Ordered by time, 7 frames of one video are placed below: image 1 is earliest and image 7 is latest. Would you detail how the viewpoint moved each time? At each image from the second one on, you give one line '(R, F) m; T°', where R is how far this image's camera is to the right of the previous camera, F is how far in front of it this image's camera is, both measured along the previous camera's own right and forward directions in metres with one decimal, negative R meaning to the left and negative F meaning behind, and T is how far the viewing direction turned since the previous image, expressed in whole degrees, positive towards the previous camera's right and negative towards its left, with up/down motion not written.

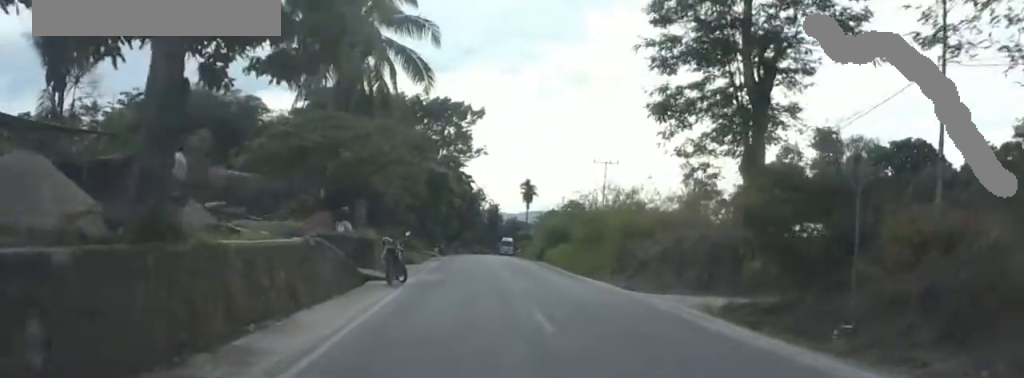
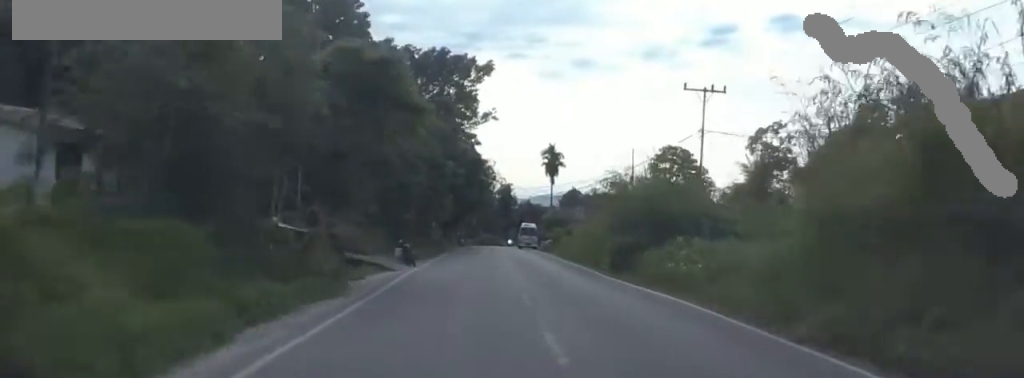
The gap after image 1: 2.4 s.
(+1.4, +36.6) m; -3°
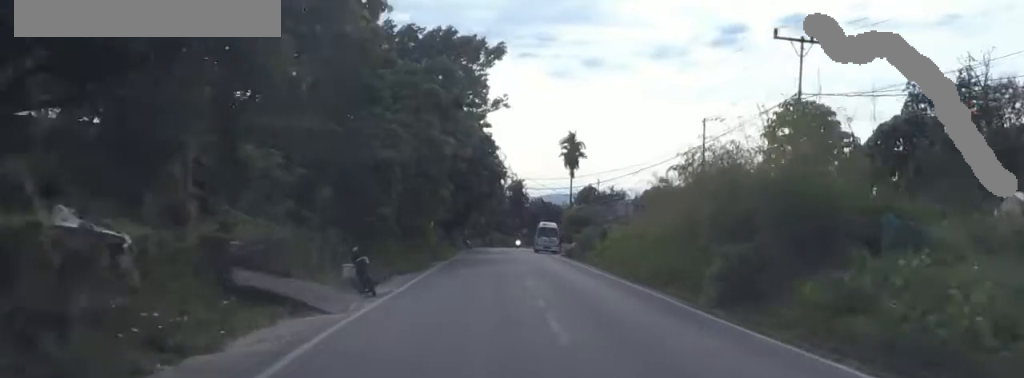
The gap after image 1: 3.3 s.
(-1.1, +14.2) m; +1°
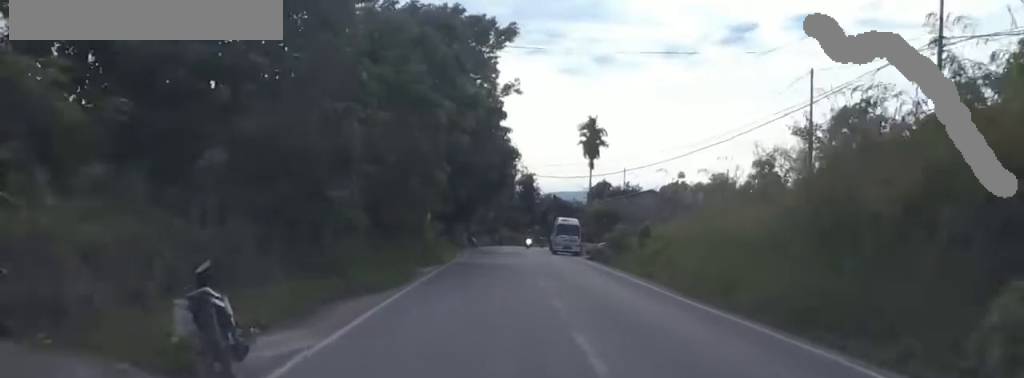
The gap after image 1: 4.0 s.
(+1.2, +11.1) m; +5°
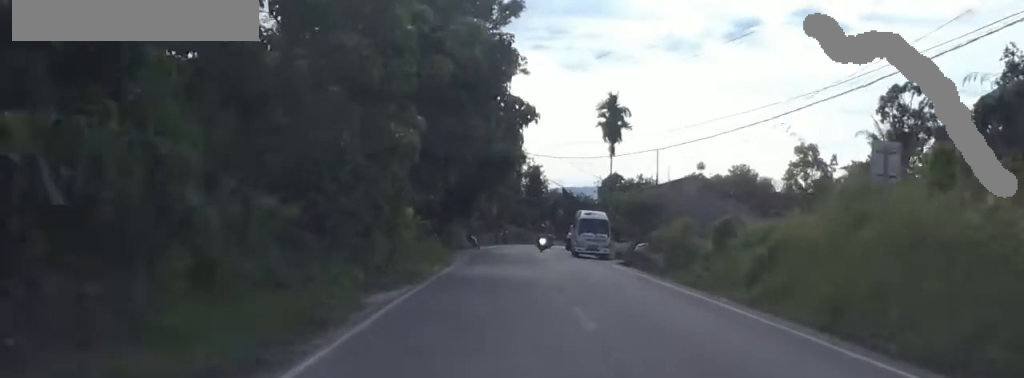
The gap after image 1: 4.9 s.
(+0.2, +12.8) m; +1°
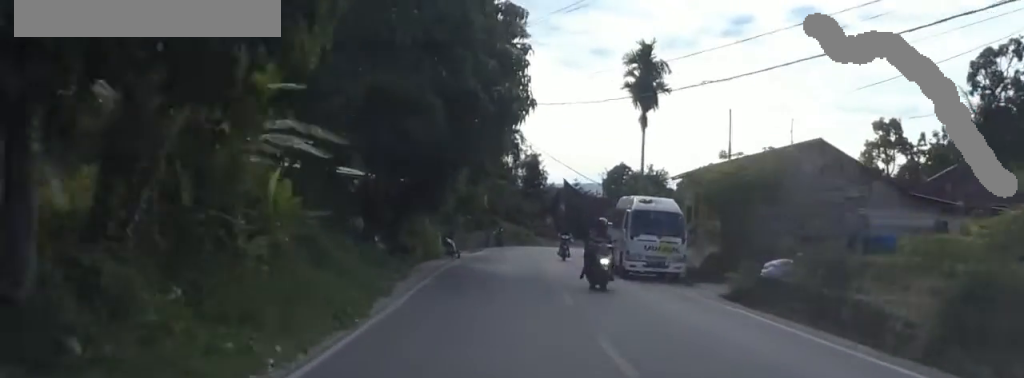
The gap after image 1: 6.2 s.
(-0.1, +19.7) m; -4°
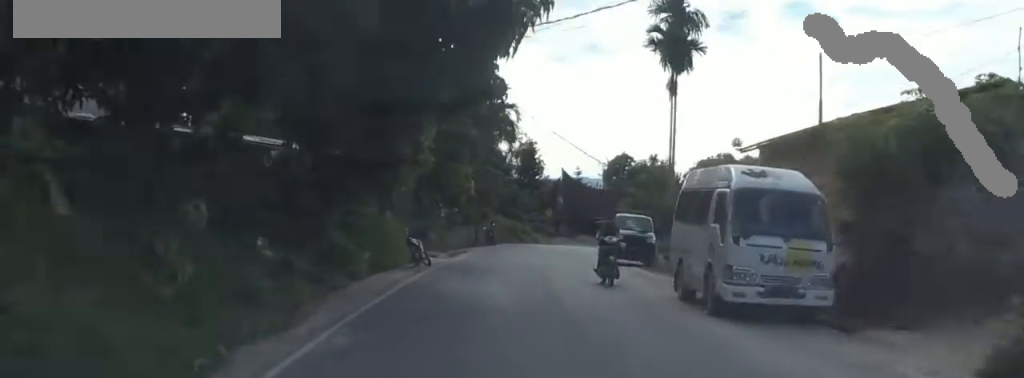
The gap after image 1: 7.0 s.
(-1.0, +11.5) m; +3°
